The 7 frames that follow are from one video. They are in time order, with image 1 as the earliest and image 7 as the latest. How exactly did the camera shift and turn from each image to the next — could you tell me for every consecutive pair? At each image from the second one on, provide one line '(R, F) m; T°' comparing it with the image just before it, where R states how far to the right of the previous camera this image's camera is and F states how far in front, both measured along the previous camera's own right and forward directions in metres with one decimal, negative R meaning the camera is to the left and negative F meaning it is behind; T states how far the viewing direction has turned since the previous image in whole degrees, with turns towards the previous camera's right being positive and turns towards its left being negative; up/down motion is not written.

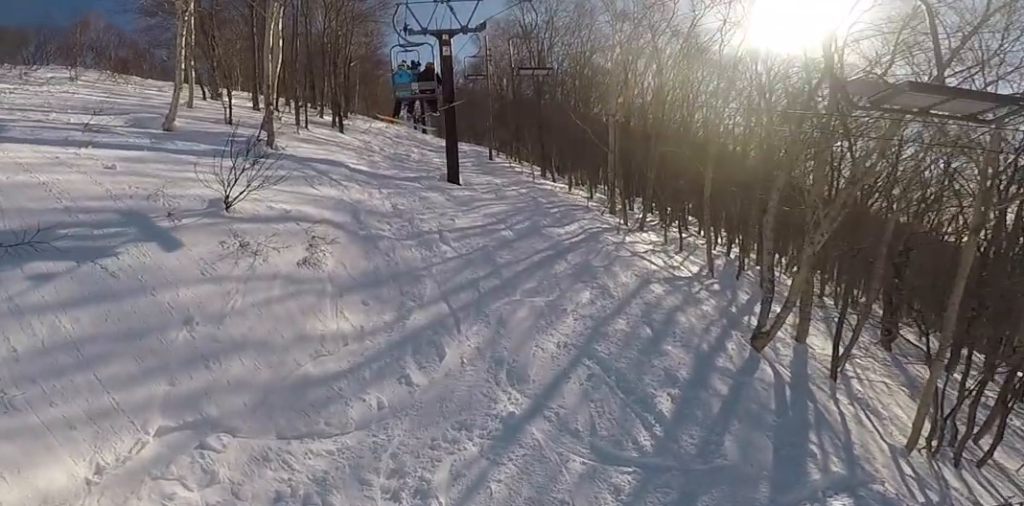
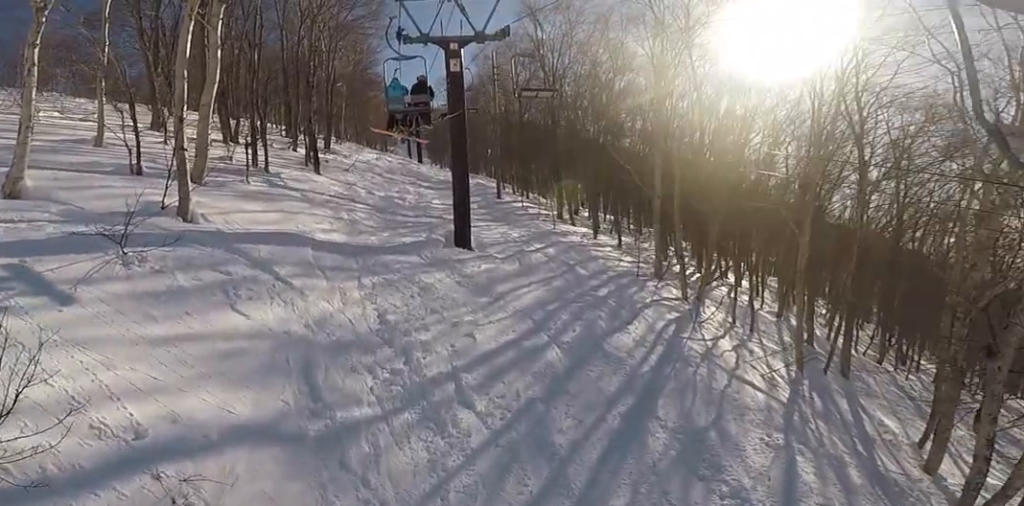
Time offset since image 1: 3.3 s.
(0.0, +6.2) m; 0°
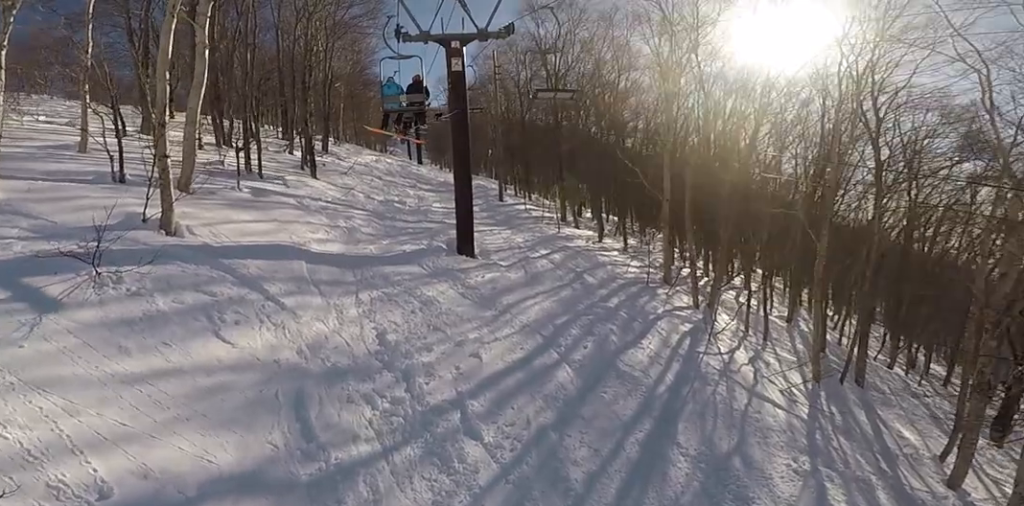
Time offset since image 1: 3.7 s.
(0.0, +0.7) m; 0°
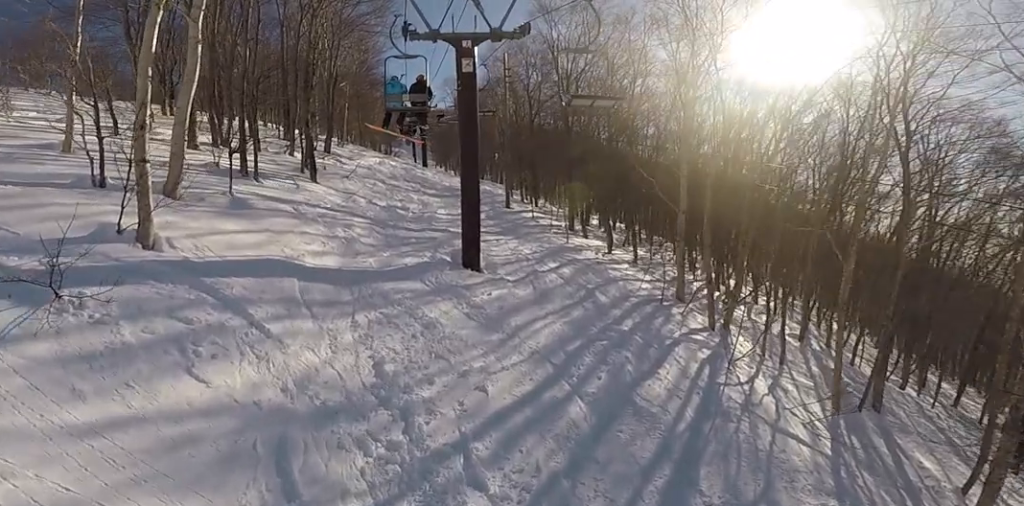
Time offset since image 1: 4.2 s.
(0.0, +0.9) m; 0°
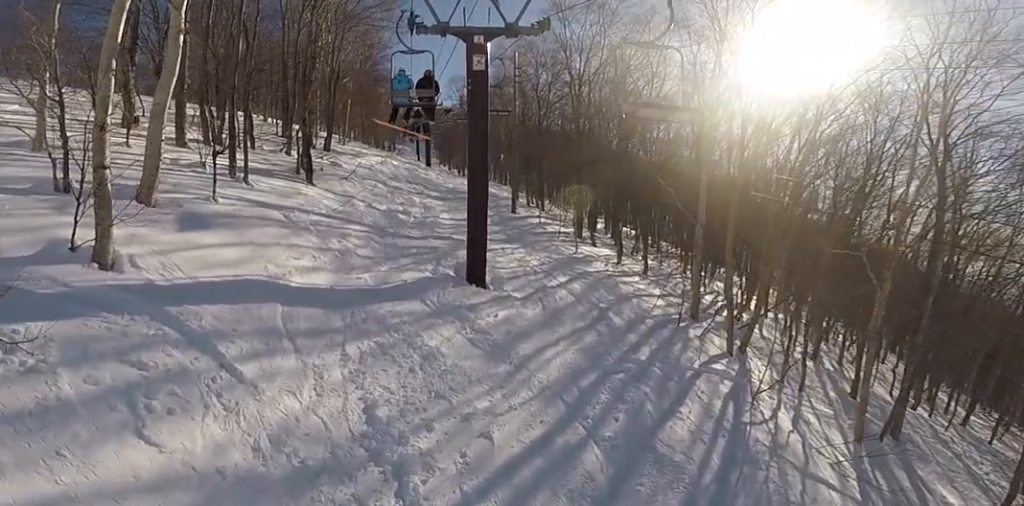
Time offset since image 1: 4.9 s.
(0.0, +1.2) m; 0°
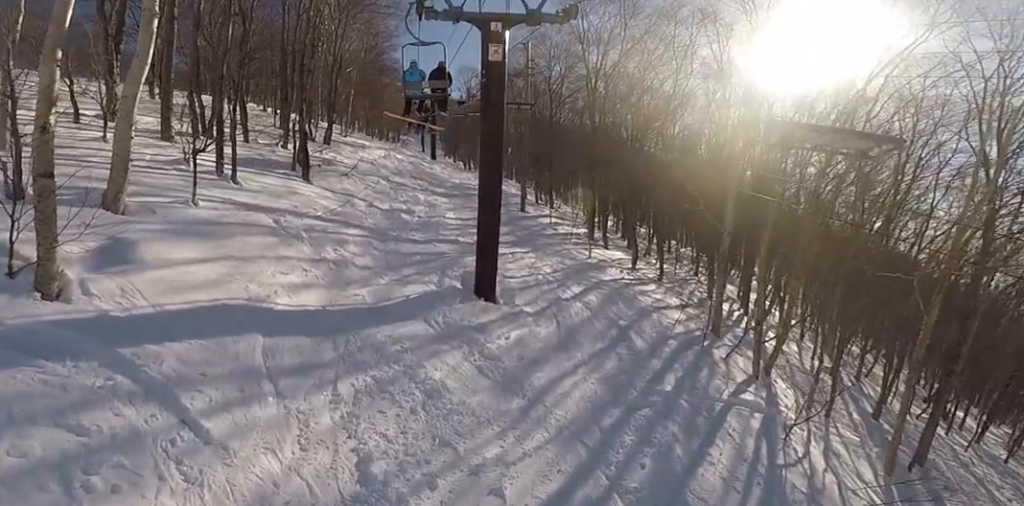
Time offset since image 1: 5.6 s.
(0.0, +1.4) m; 0°
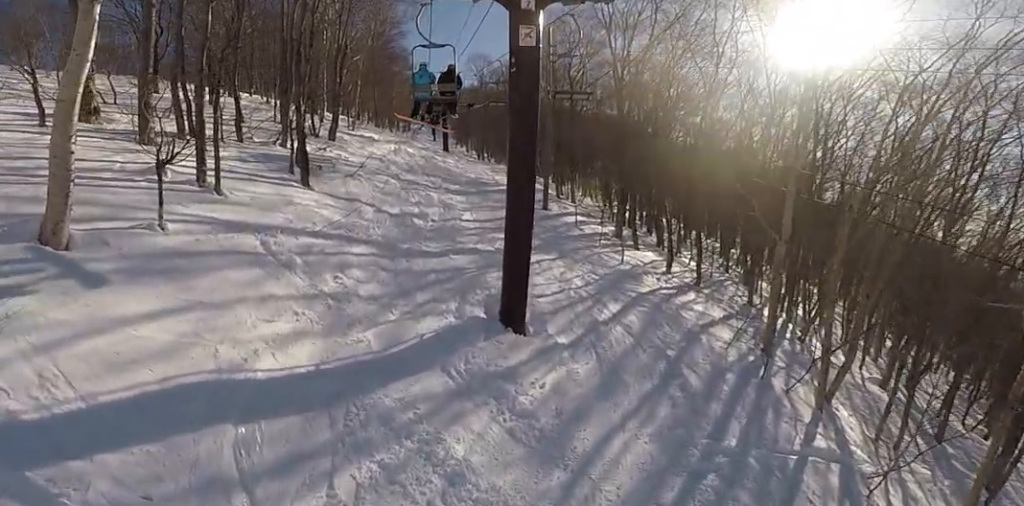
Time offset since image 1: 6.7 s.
(0.0, +2.1) m; 0°
